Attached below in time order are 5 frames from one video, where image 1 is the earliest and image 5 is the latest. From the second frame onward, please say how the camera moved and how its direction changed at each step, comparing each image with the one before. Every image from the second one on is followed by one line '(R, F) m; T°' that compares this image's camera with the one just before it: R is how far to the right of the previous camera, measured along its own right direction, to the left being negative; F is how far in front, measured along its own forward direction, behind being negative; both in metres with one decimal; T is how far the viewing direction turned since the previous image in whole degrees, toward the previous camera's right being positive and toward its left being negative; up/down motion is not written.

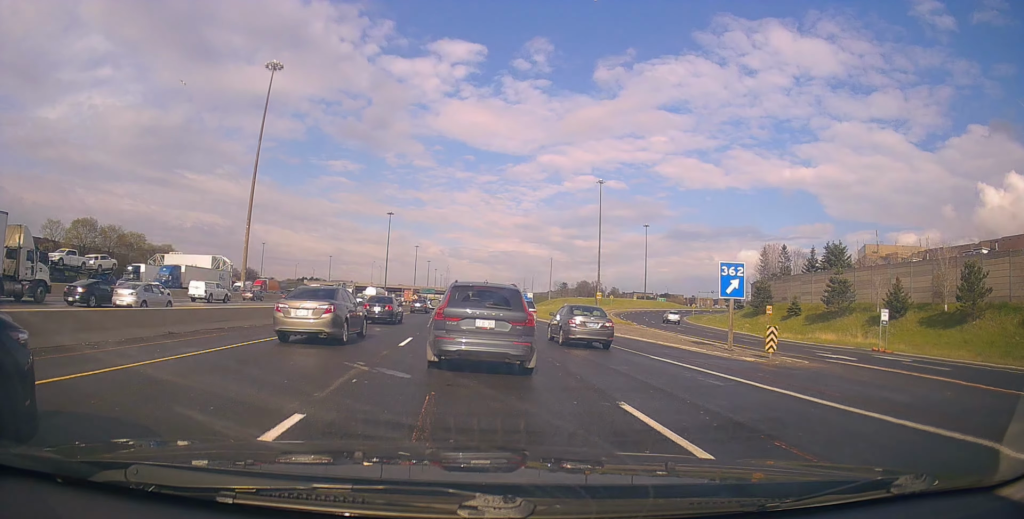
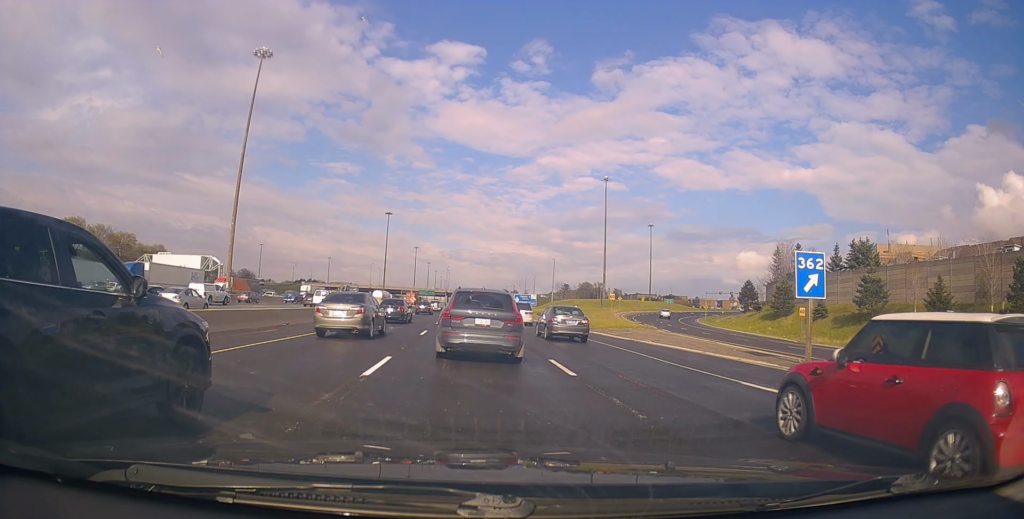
(+0.9, +5.9) m; +3°
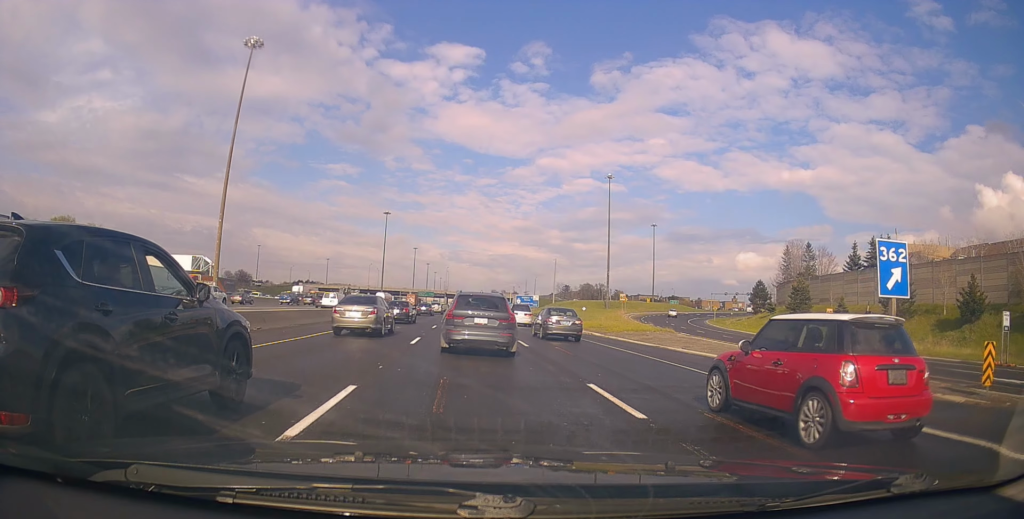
(-0.6, +4.2) m; -5°
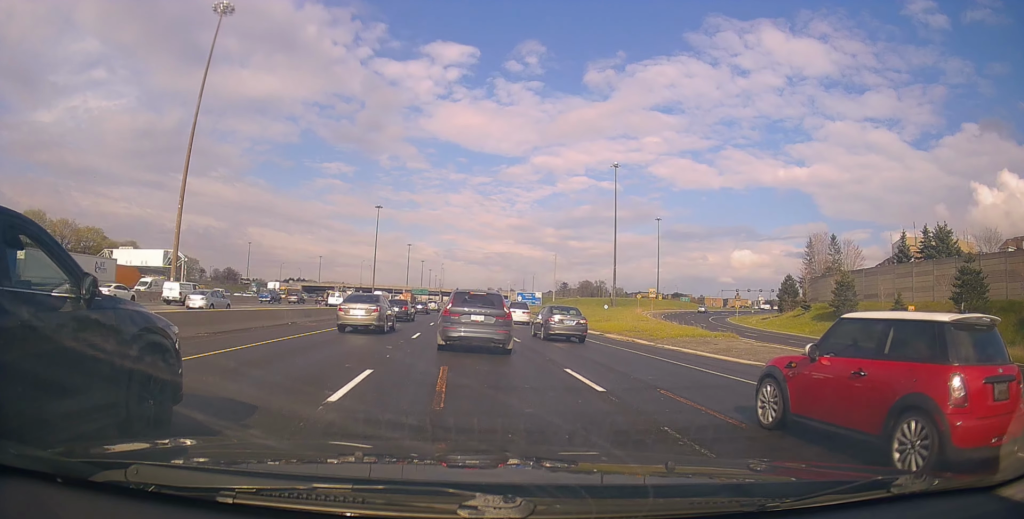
(+1.0, +10.5) m; +4°
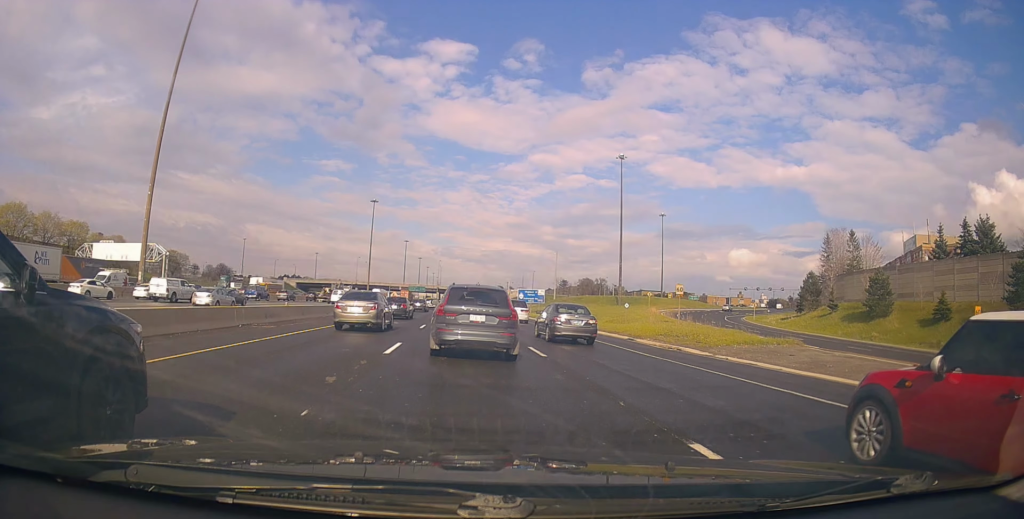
(-0.4, +6.5) m; -1°
